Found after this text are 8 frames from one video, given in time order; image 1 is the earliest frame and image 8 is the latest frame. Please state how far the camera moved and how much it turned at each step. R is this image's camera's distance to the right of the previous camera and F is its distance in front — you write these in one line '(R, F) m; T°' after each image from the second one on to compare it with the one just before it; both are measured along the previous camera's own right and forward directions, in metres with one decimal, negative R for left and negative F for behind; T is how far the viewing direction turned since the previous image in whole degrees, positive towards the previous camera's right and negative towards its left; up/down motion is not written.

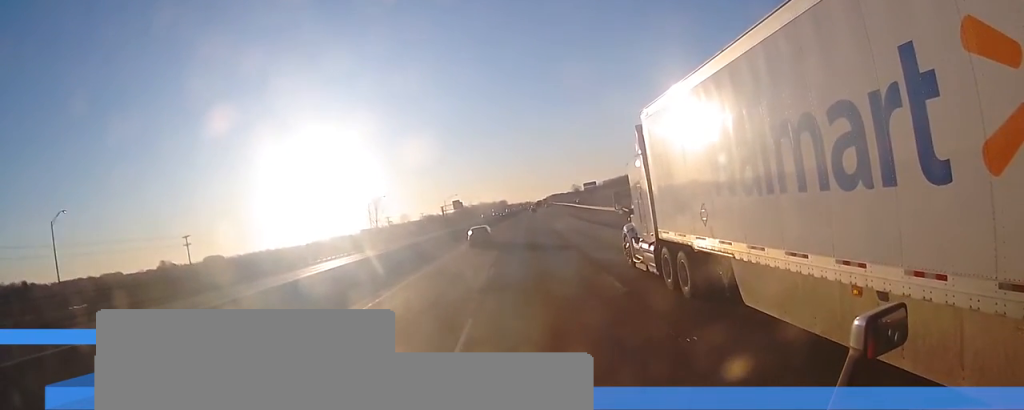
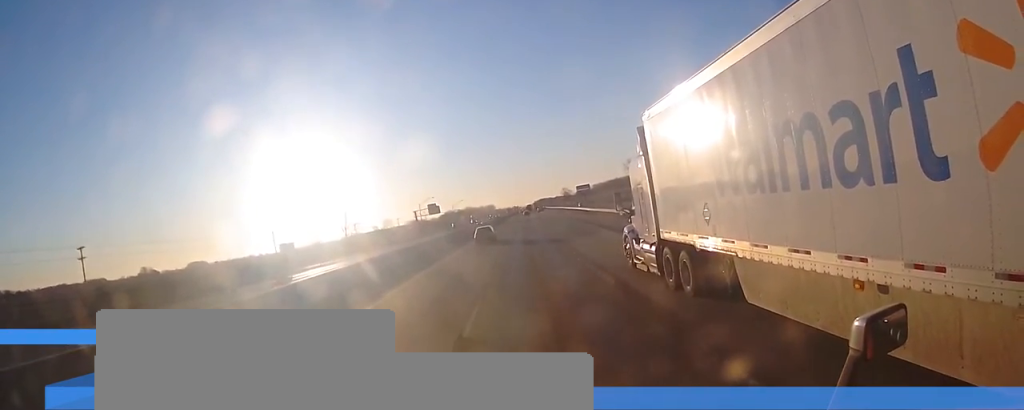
(+0.3, +34.9) m; +1°
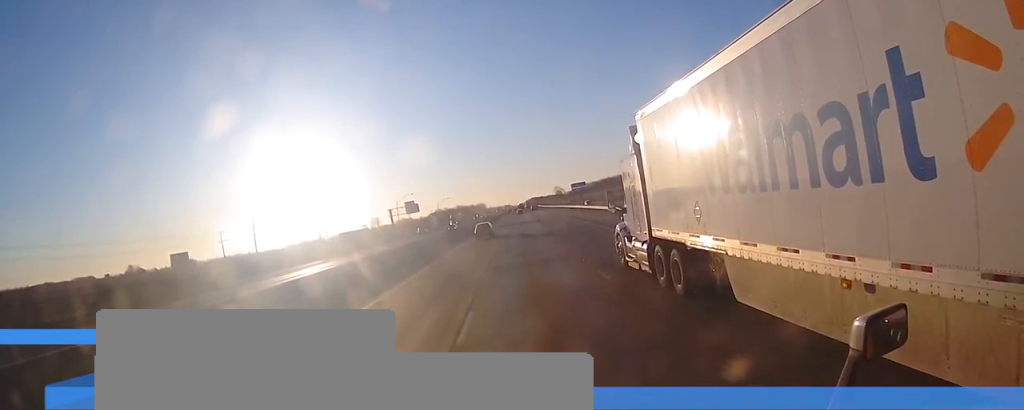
(+0.1, +24.6) m; 0°
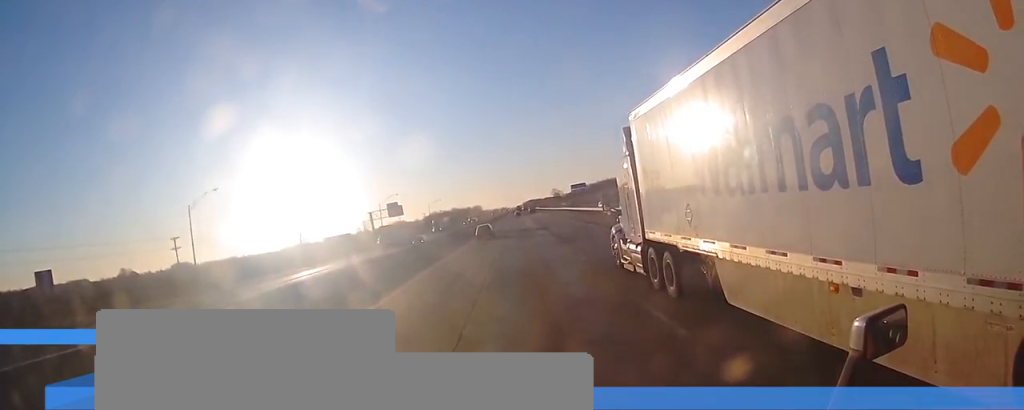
(0.0, +18.8) m; 0°
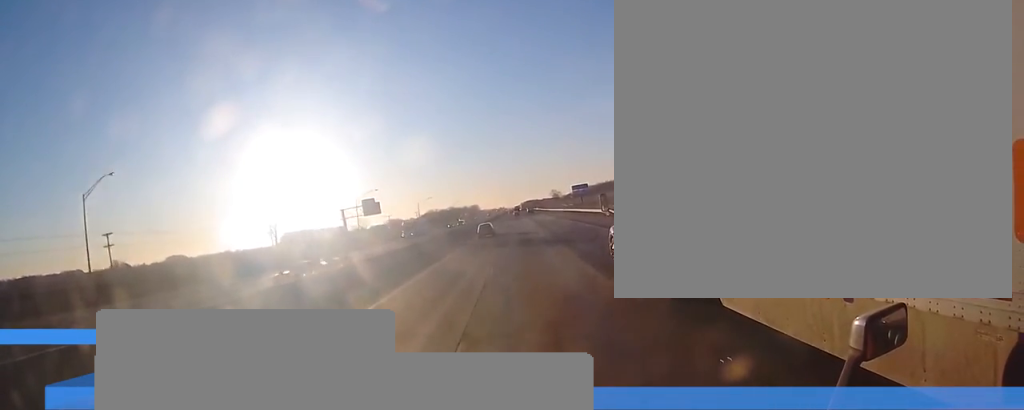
(-0.1, +20.7) m; +1°
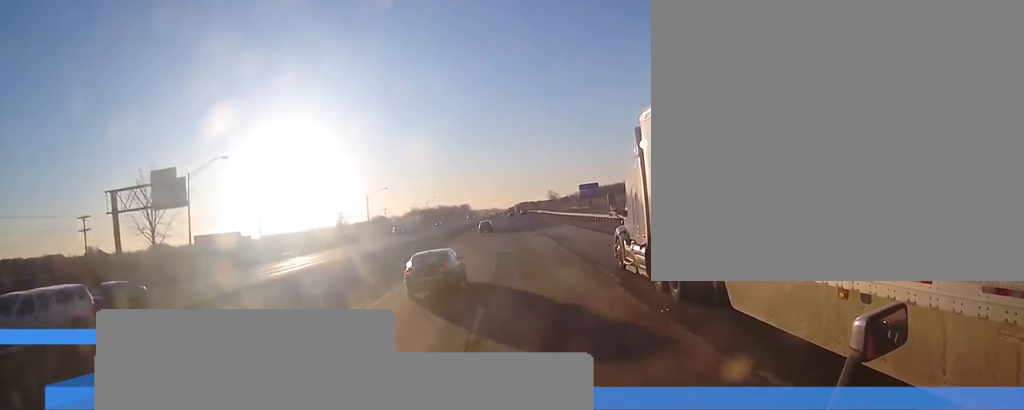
(+1.2, +70.5) m; +2°
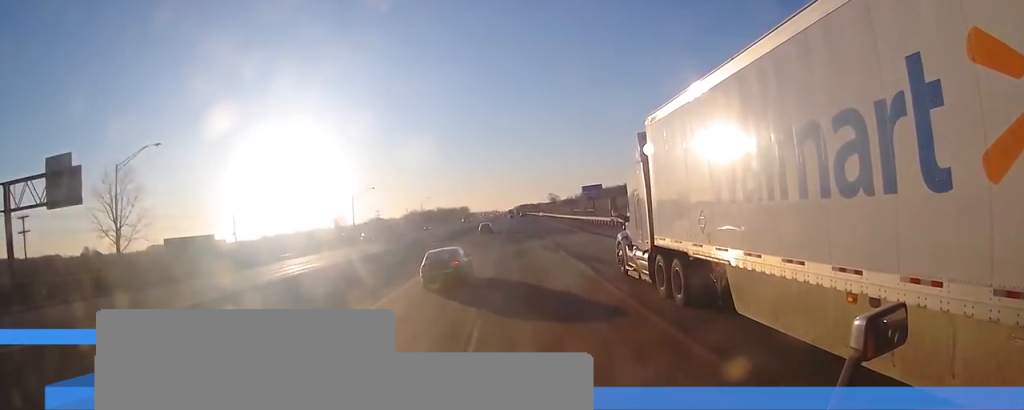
(+0.1, +13.7) m; 0°
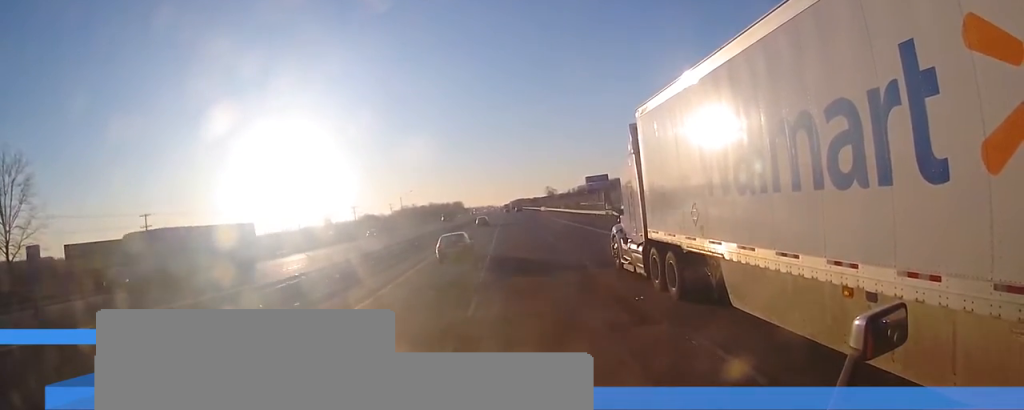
(+0.1, +32.7) m; 0°
